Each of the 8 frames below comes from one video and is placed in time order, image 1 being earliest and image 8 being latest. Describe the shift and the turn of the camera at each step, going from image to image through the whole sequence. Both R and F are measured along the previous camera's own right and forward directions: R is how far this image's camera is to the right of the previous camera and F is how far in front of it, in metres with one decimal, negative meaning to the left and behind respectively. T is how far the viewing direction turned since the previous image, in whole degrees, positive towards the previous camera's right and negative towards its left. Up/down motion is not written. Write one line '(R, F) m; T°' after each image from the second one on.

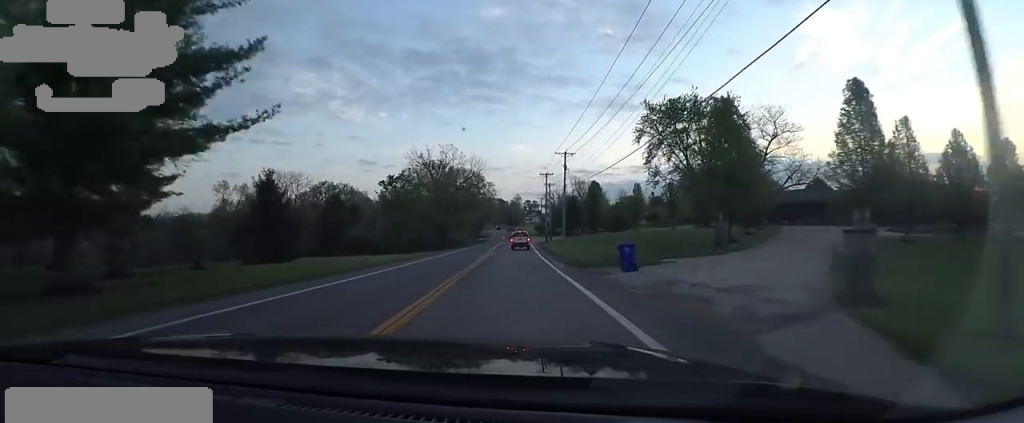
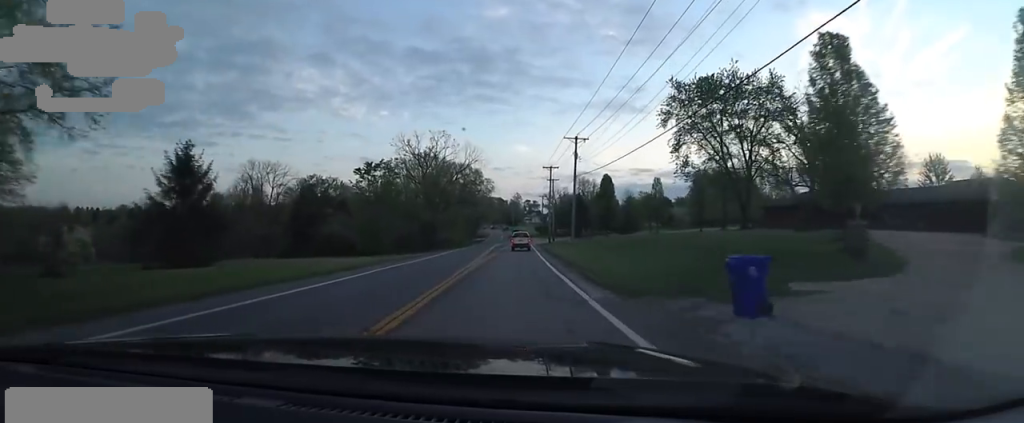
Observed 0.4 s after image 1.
(+0.3, +9.0) m; 0°
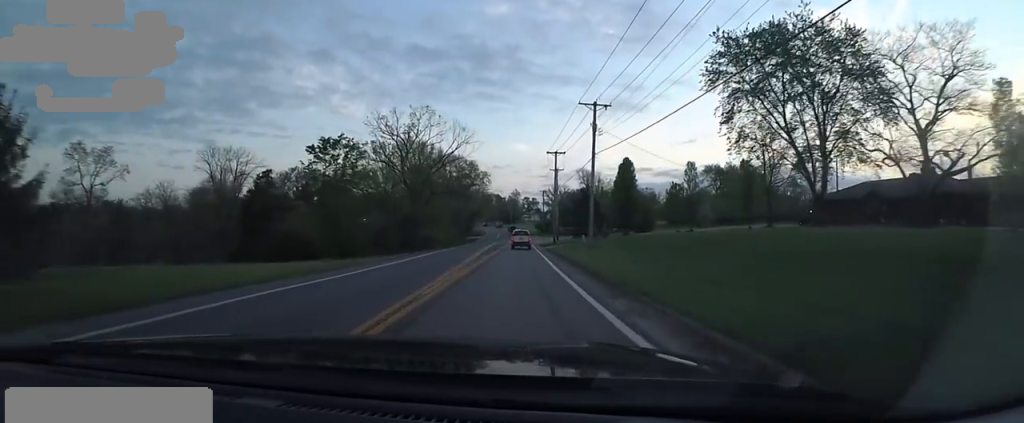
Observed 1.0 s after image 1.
(+0.8, +11.2) m; 0°
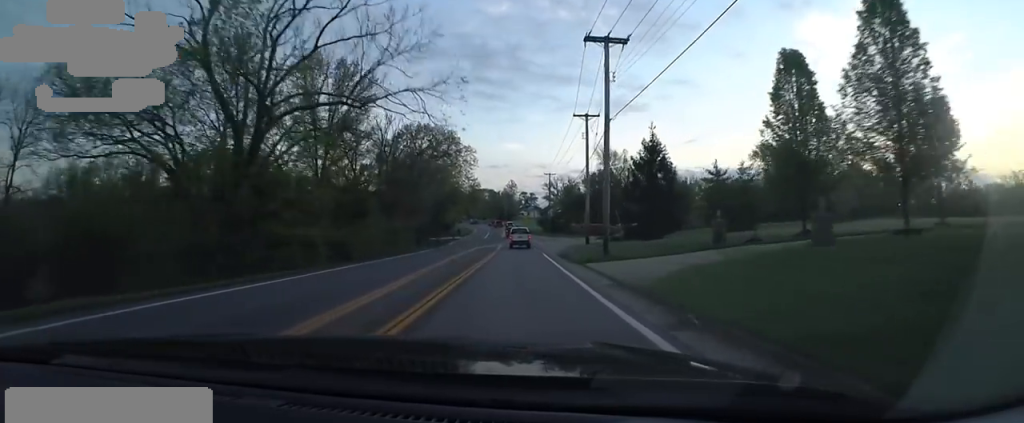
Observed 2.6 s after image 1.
(-0.5, +35.3) m; +2°
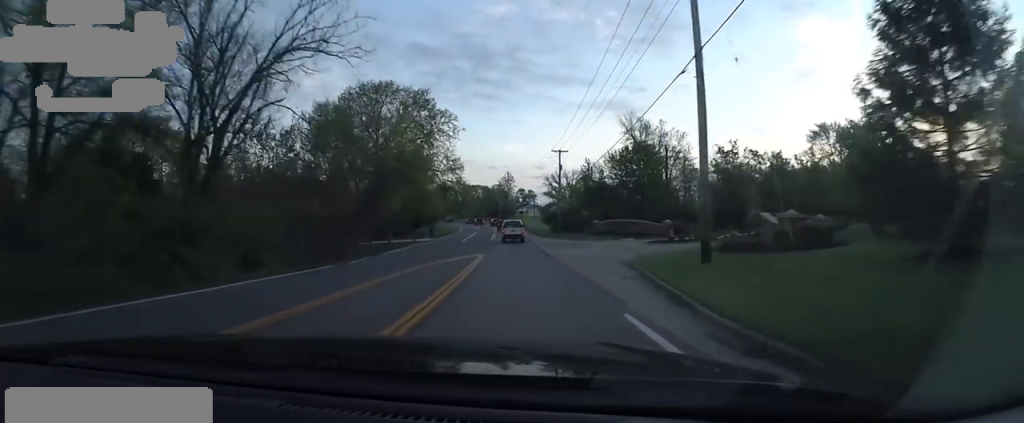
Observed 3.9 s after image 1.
(+0.6, +27.2) m; -2°
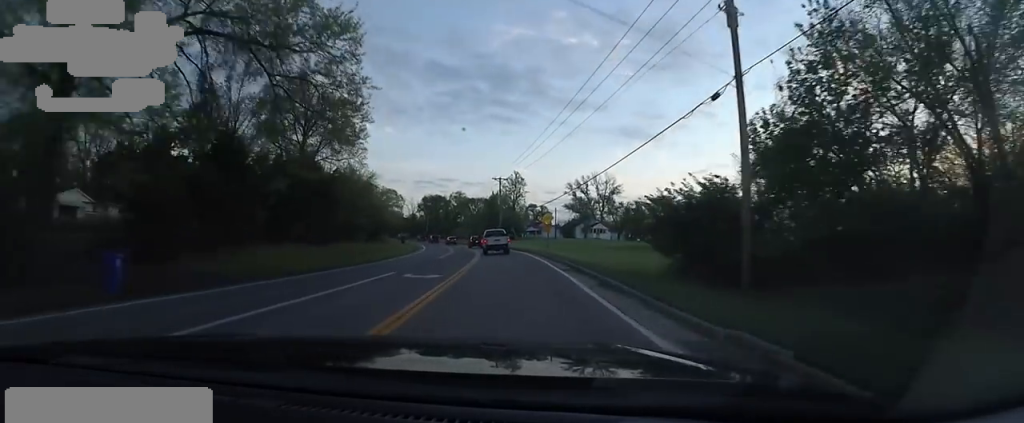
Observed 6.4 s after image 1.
(+0.1, +52.5) m; 0°
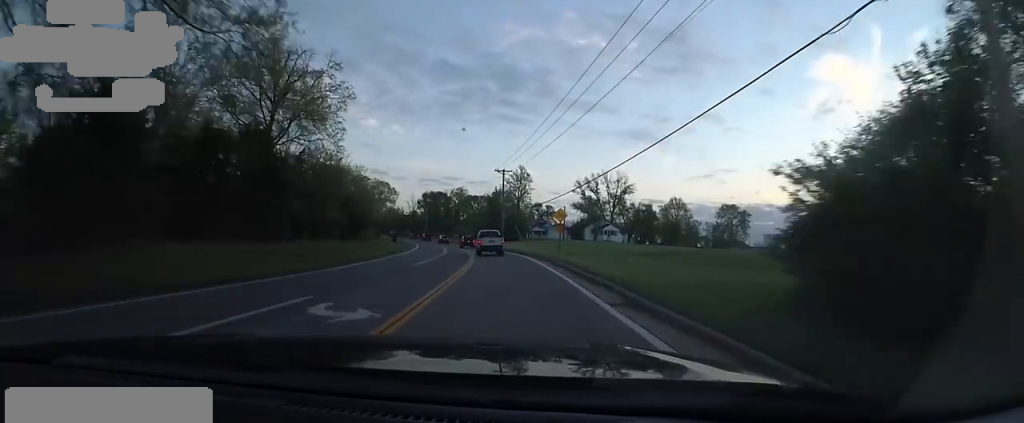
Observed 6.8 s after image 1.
(-0.3, +8.8) m; -2°
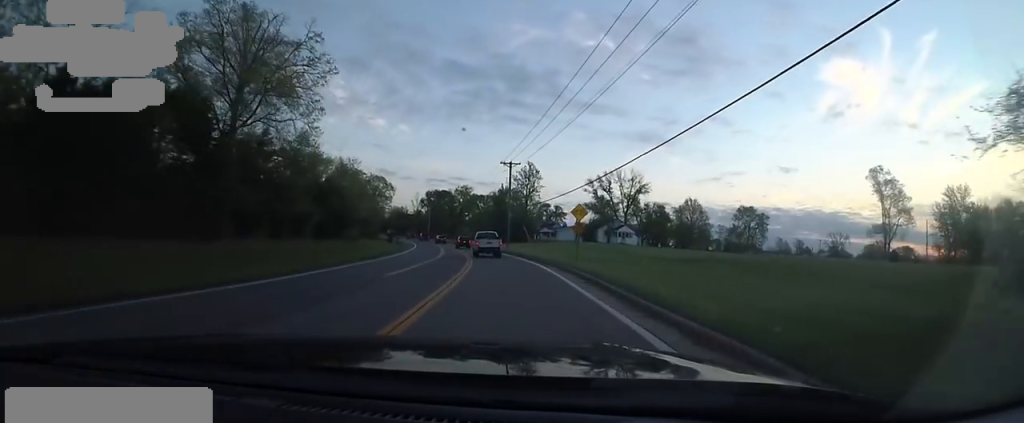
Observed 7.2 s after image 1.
(-0.1, +8.1) m; -2°
